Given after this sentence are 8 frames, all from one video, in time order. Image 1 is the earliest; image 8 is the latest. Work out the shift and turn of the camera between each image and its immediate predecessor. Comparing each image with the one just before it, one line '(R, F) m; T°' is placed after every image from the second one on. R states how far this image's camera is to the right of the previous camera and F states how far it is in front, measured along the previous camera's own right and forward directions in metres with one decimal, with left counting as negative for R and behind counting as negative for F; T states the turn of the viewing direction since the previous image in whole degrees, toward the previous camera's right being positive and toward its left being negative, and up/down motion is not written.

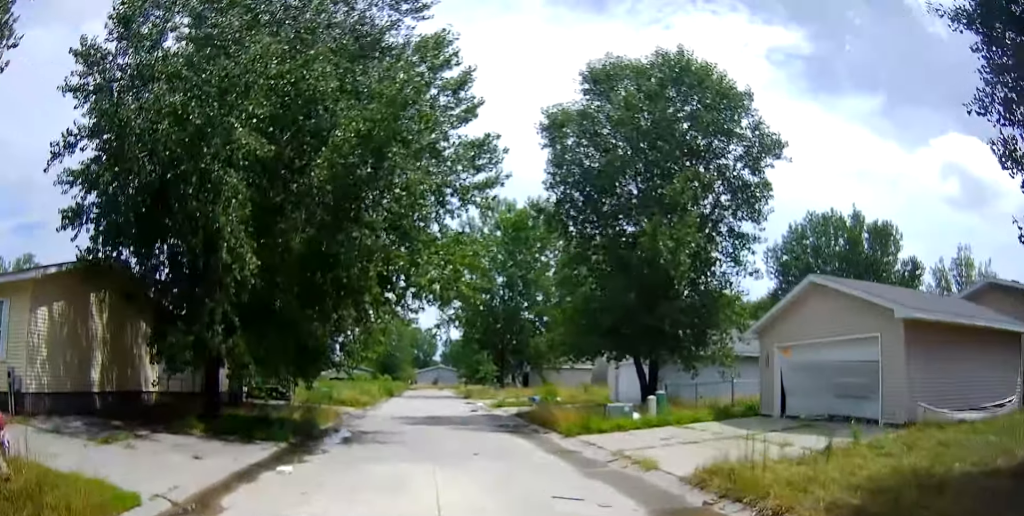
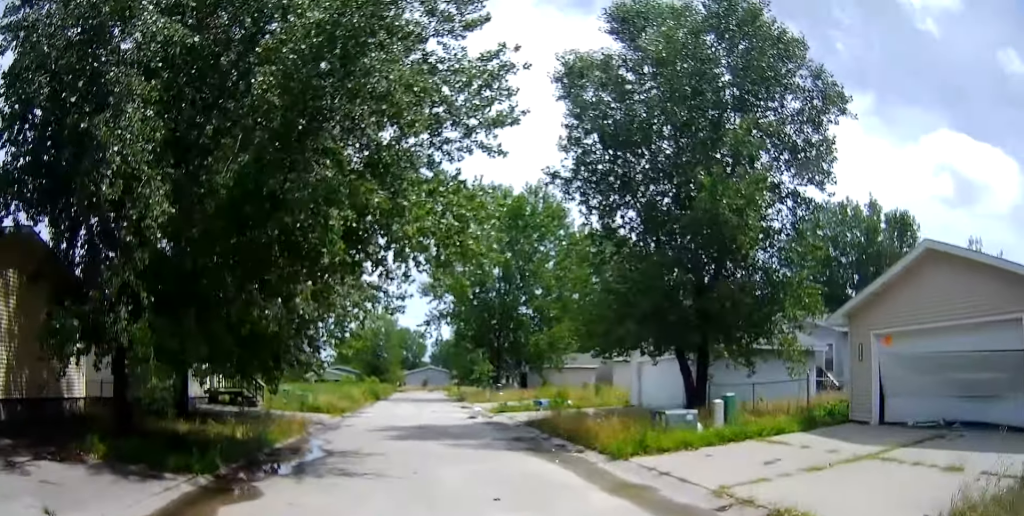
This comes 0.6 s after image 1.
(+0.1, +4.8) m; +1°
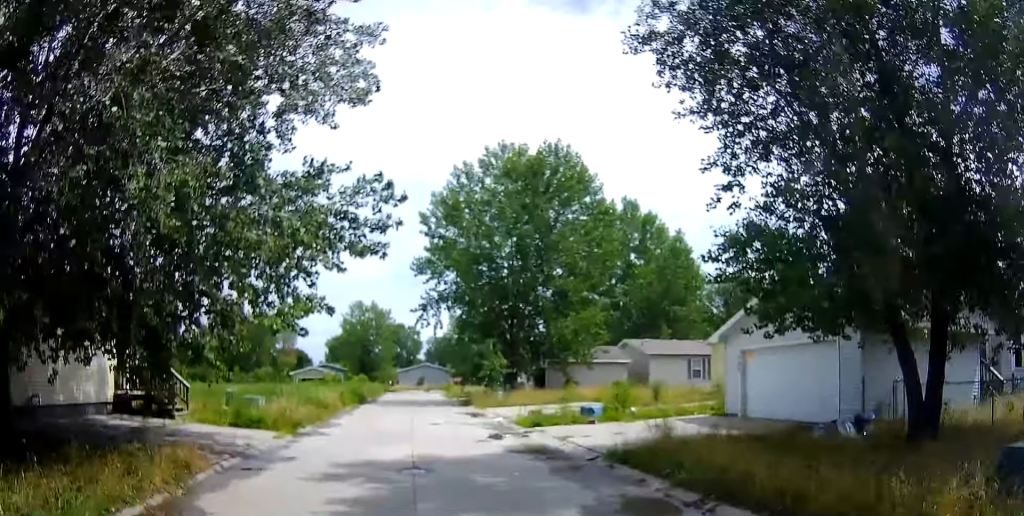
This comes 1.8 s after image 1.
(0.0, +9.6) m; 0°
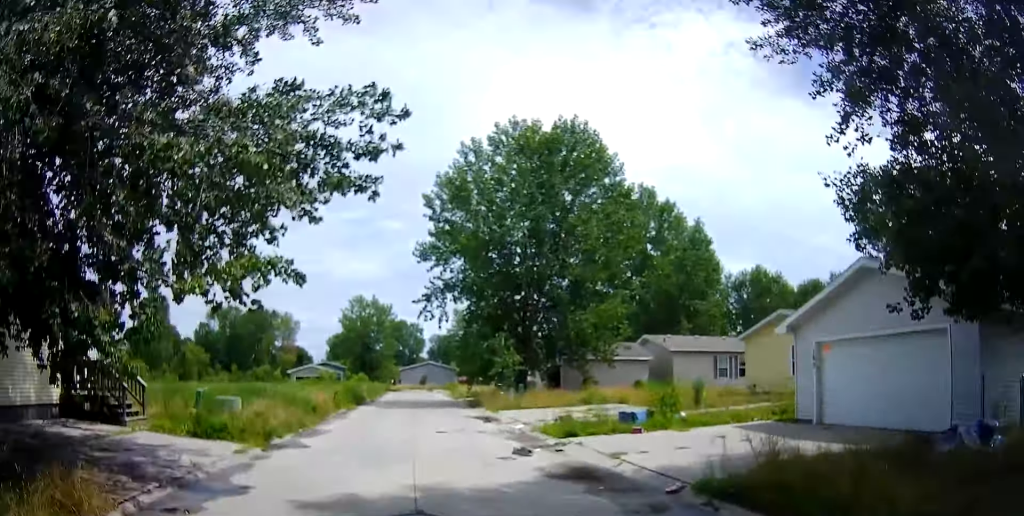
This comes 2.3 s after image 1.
(0.0, +3.7) m; 0°
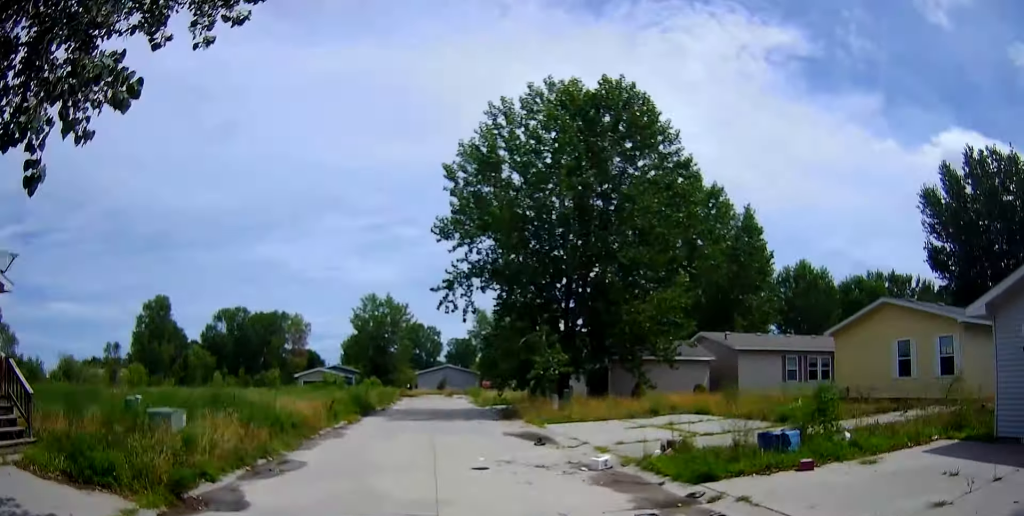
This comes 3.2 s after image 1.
(0.0, +6.4) m; 0°
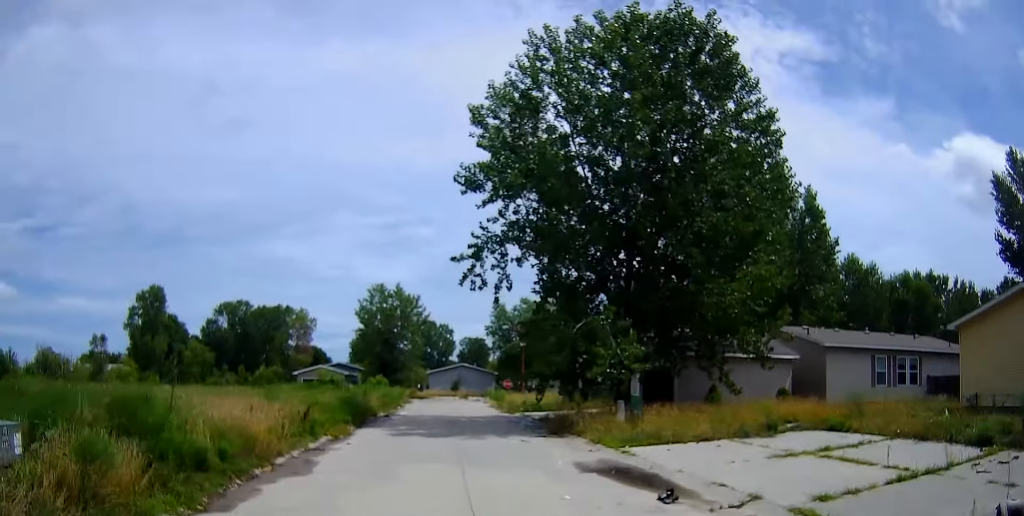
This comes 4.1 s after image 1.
(0.0, +7.5) m; 0°
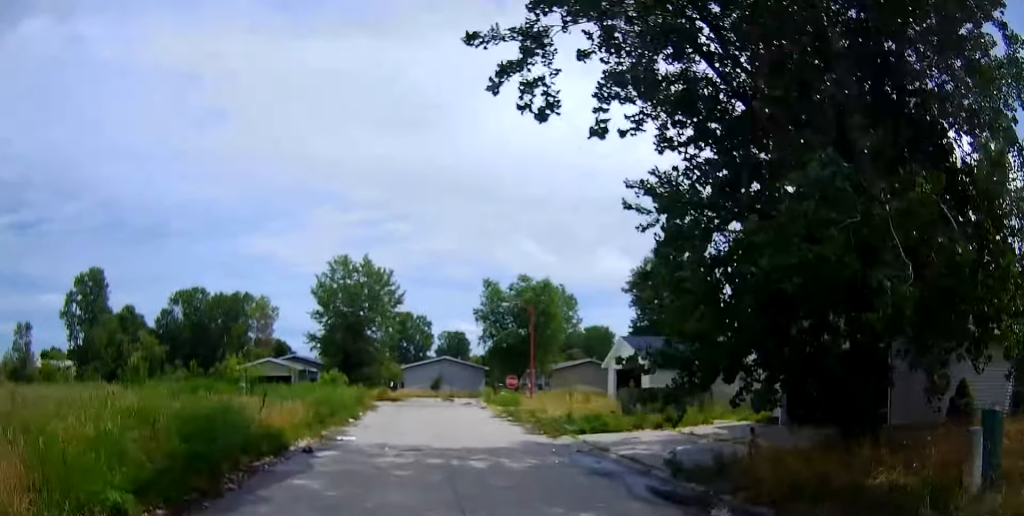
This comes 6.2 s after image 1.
(0.0, +15.3) m; 0°
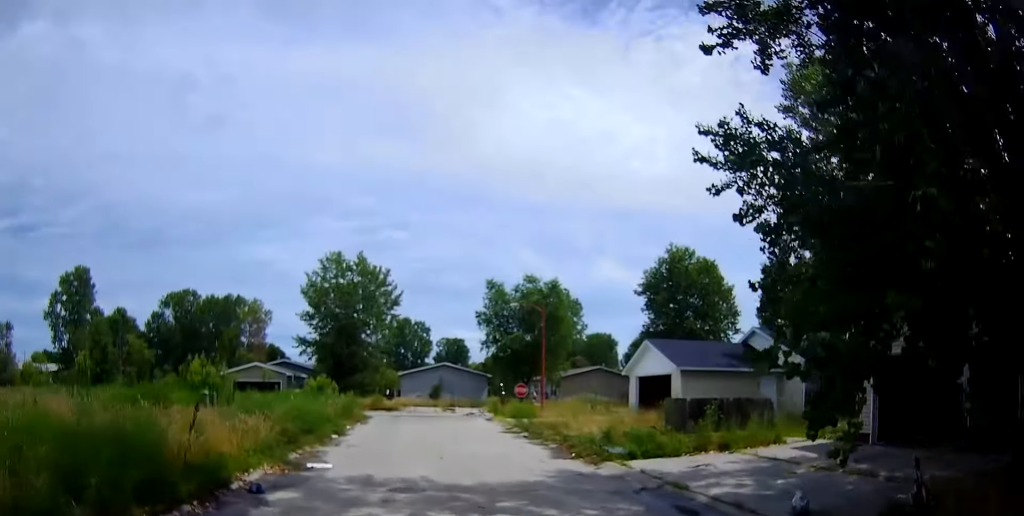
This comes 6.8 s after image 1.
(0.0, +4.4) m; +1°
